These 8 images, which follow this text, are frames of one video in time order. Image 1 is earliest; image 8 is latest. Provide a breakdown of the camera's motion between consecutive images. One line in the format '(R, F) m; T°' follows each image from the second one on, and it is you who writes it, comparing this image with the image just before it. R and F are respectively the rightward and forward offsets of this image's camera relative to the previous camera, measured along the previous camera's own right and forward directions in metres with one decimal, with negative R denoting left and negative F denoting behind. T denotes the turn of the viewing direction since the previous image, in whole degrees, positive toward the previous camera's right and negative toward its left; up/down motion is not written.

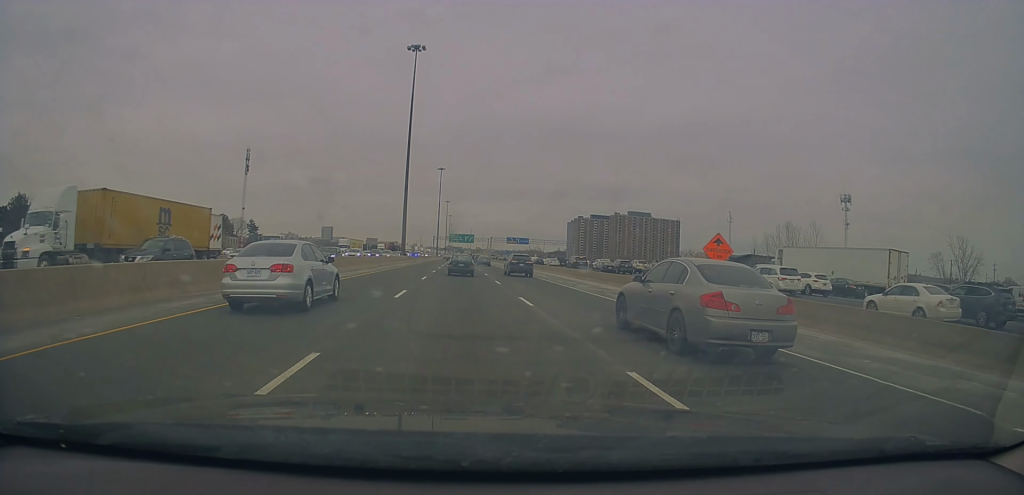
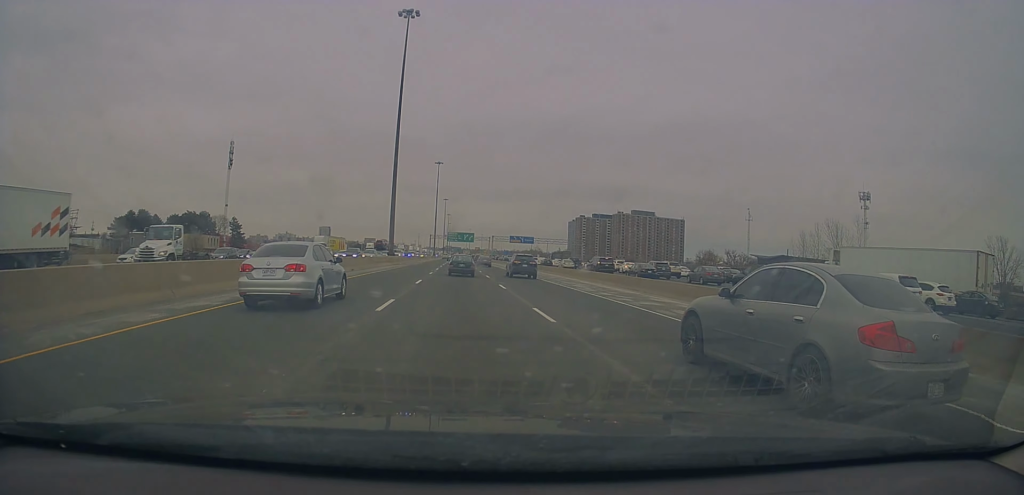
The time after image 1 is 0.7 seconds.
(0.0, +14.1) m; 0°
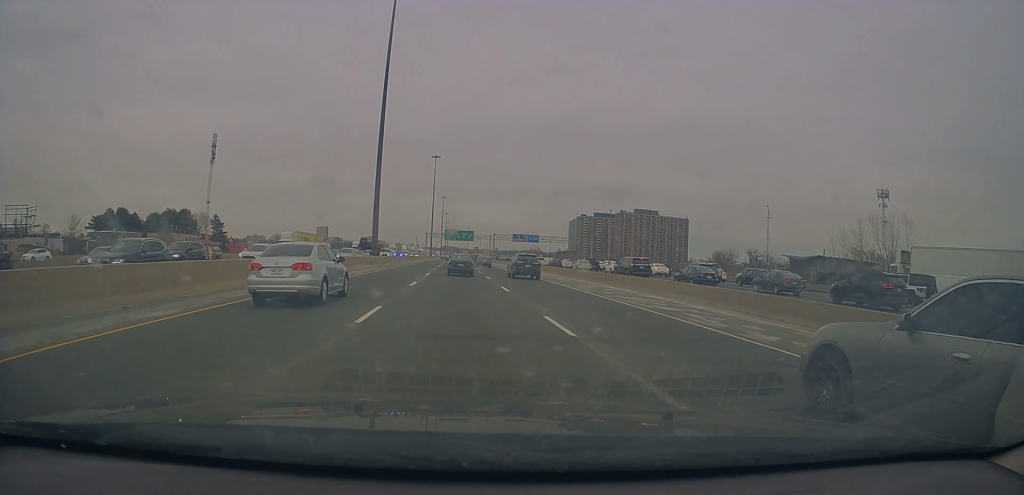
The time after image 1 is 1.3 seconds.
(+0.1, +13.0) m; +1°
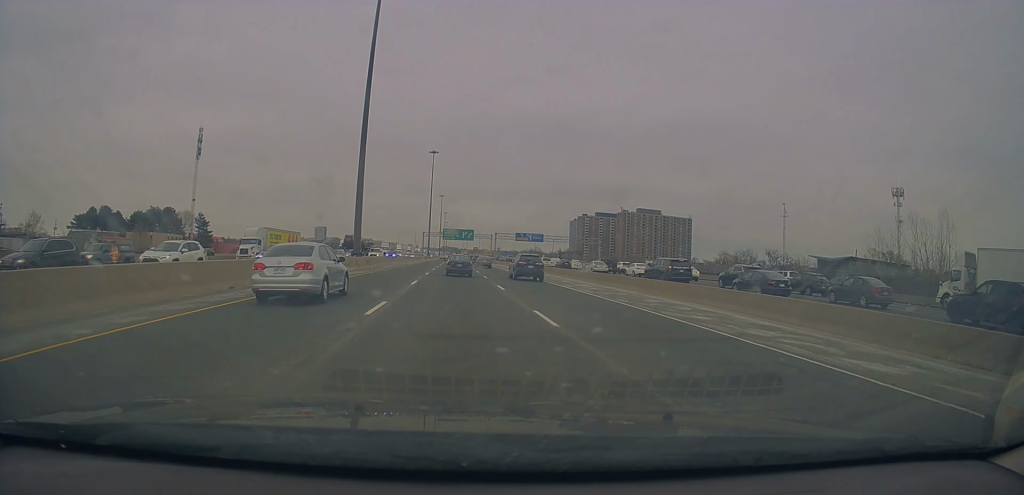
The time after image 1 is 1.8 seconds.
(+0.1, +10.6) m; 0°
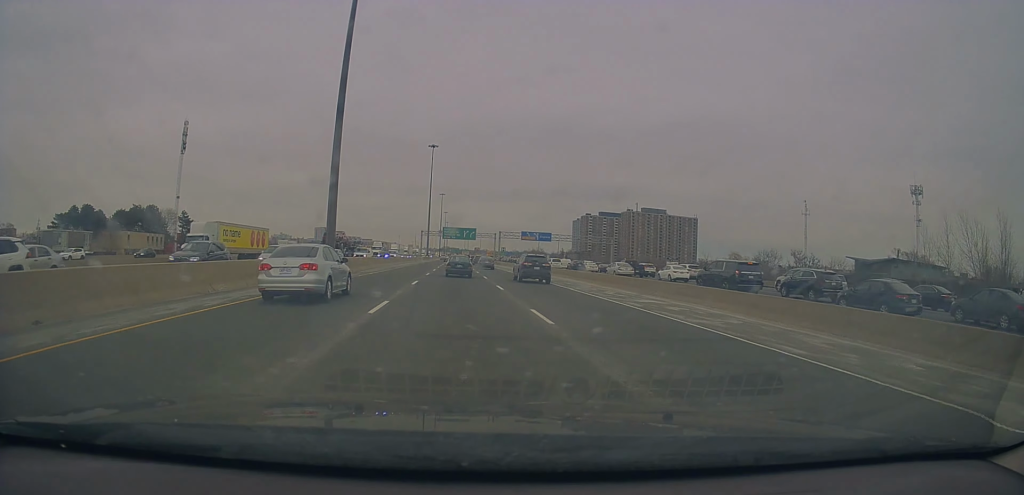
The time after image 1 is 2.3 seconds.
(+0.1, +11.4) m; 0°
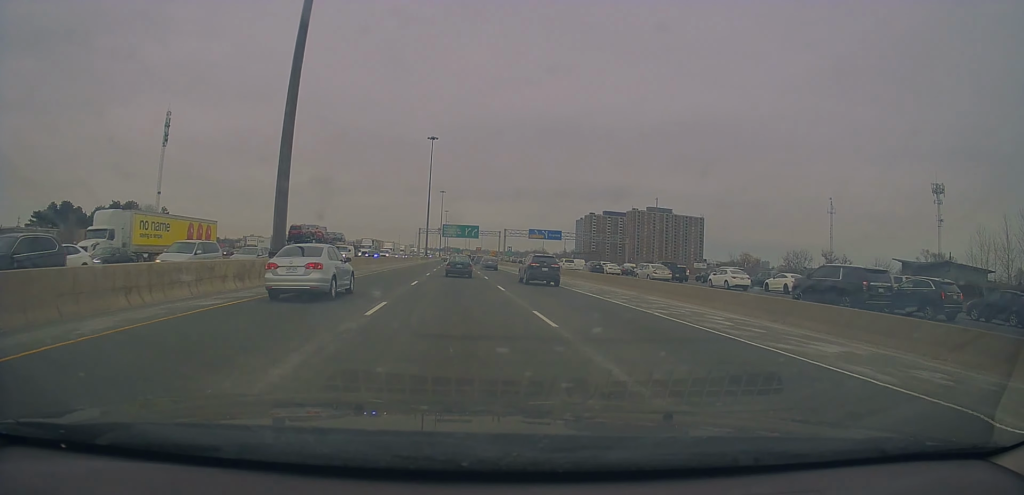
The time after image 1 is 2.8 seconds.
(0.0, +11.0) m; -1°
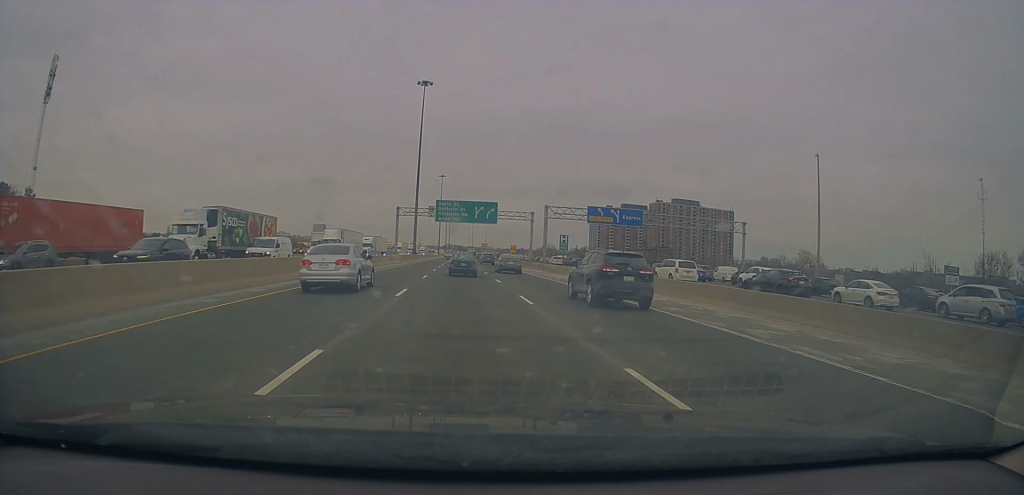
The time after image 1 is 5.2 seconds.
(0.0, +48.0) m; 0°
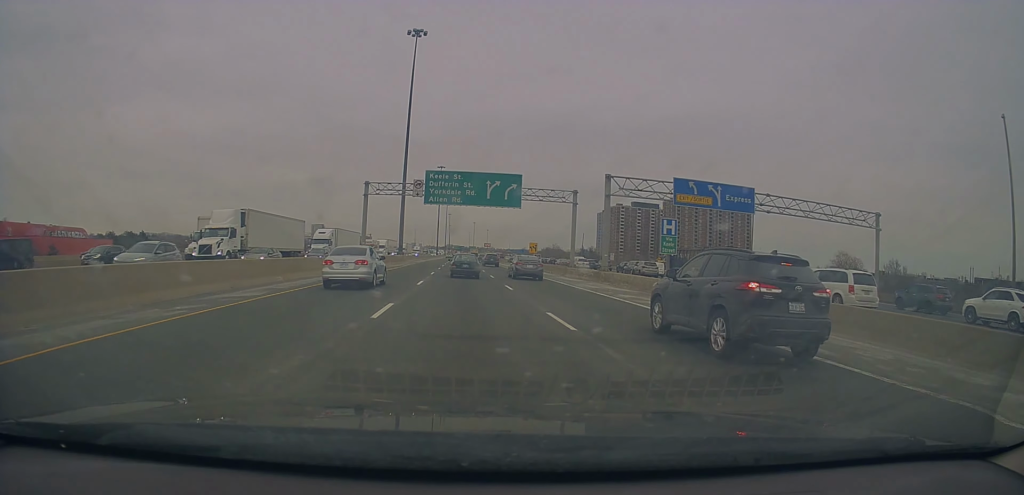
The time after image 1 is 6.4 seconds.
(-0.6, +27.1) m; -1°
